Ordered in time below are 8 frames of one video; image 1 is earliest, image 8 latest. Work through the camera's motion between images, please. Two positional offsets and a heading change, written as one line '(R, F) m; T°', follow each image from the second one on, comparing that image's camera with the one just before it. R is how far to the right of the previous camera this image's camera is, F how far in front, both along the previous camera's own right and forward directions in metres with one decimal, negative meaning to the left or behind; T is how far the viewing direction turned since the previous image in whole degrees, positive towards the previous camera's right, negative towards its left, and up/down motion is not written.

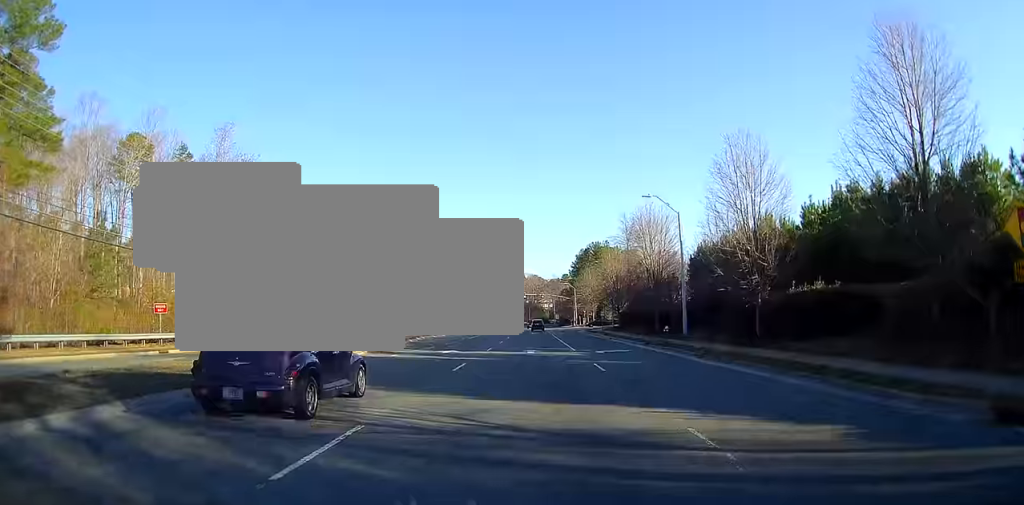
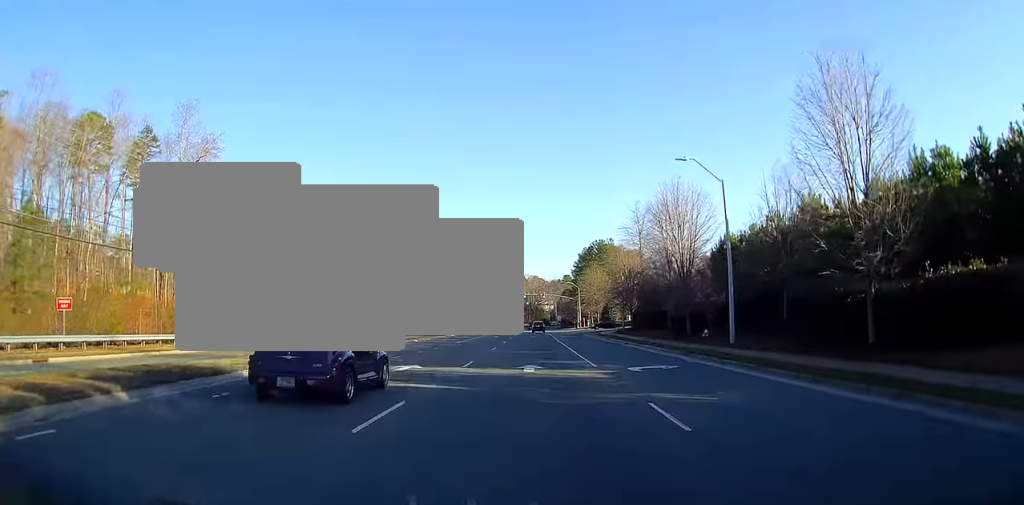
(0.0, +9.7) m; +1°
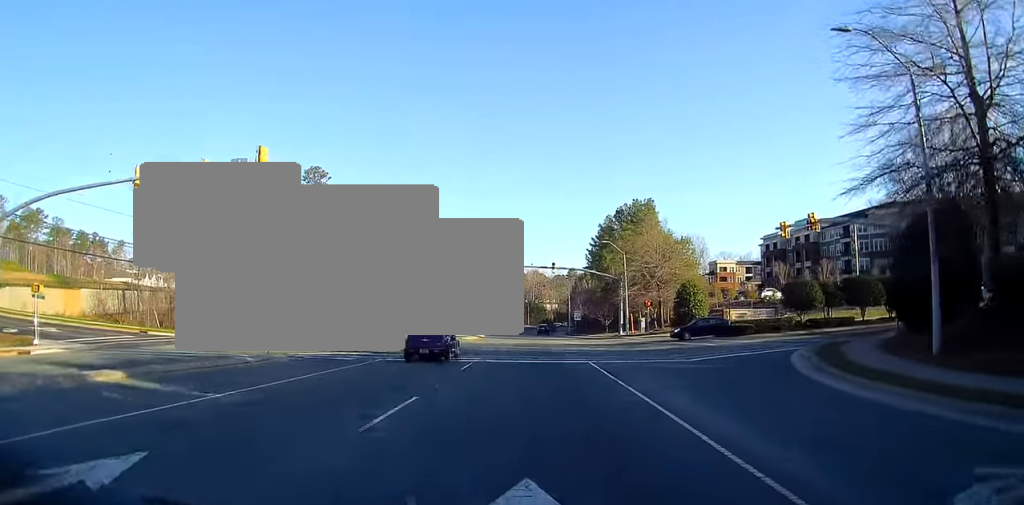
(+0.6, +60.7) m; +1°
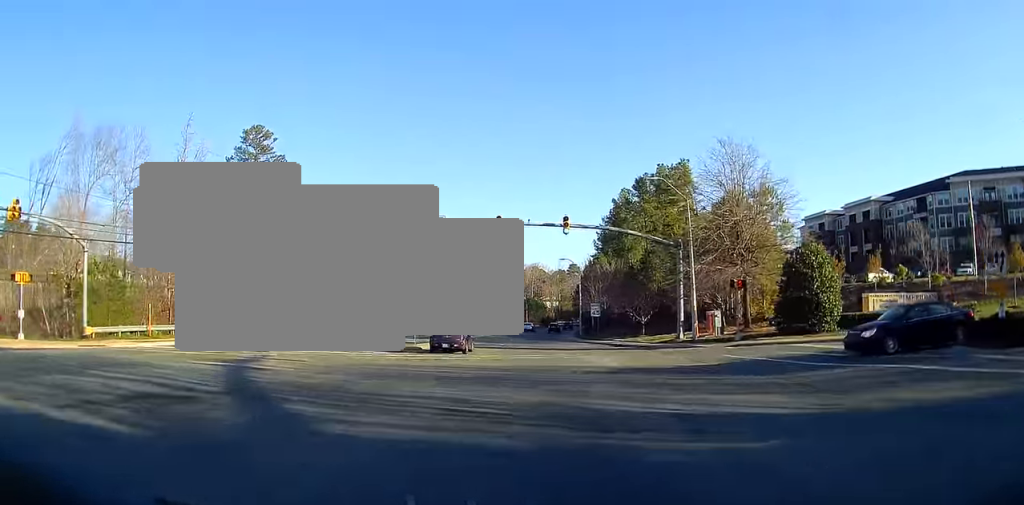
(+0.2, +25.5) m; -1°
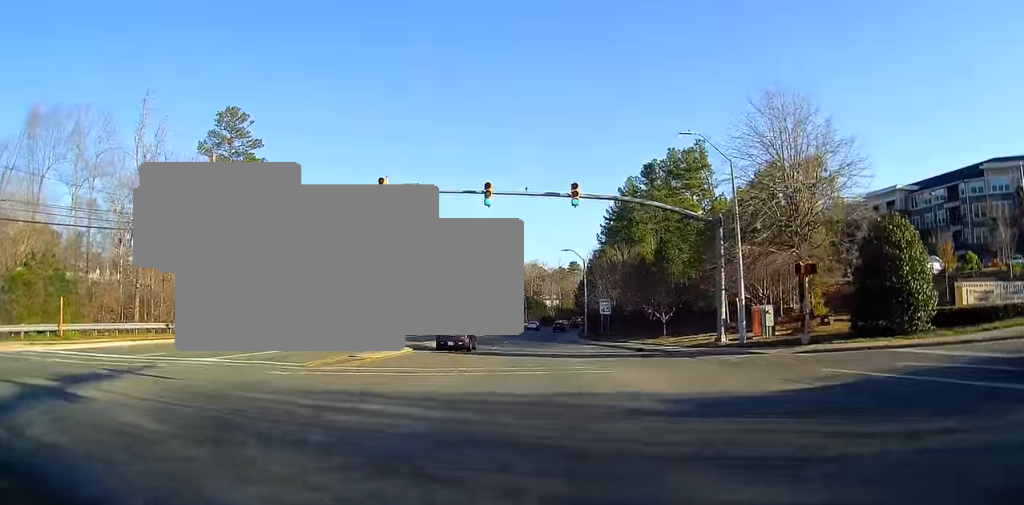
(-0.1, +8.2) m; 0°
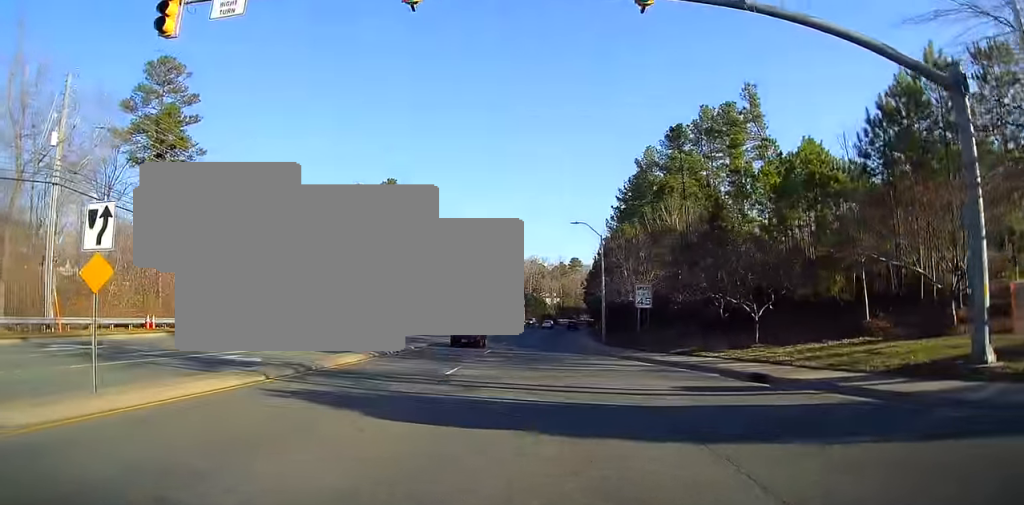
(-0.2, +17.7) m; 0°
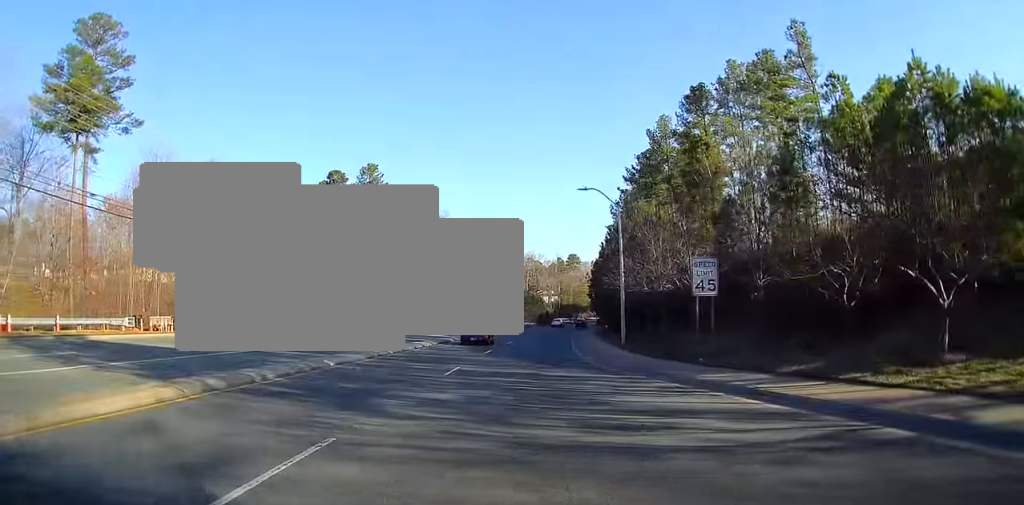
(+0.2, +12.1) m; +1°
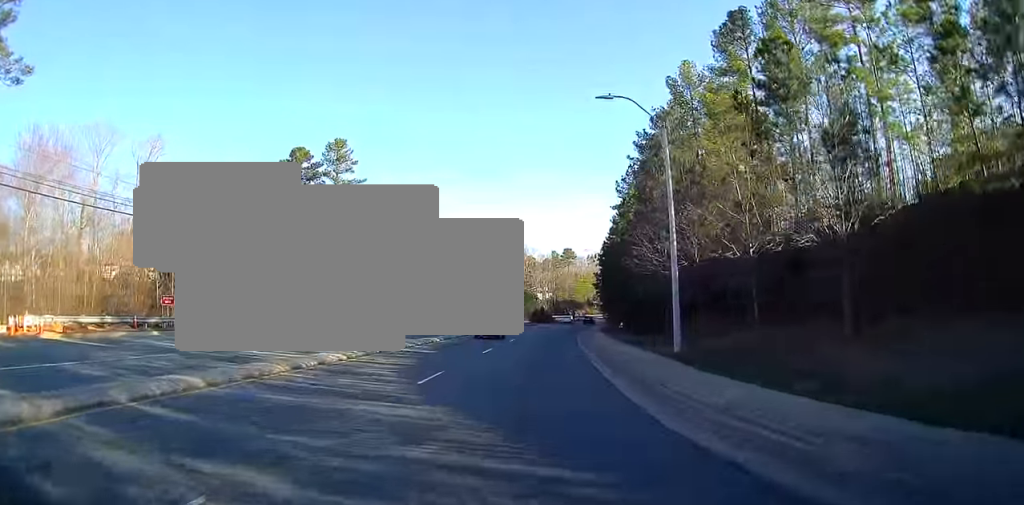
(+0.1, +15.0) m; +1°
